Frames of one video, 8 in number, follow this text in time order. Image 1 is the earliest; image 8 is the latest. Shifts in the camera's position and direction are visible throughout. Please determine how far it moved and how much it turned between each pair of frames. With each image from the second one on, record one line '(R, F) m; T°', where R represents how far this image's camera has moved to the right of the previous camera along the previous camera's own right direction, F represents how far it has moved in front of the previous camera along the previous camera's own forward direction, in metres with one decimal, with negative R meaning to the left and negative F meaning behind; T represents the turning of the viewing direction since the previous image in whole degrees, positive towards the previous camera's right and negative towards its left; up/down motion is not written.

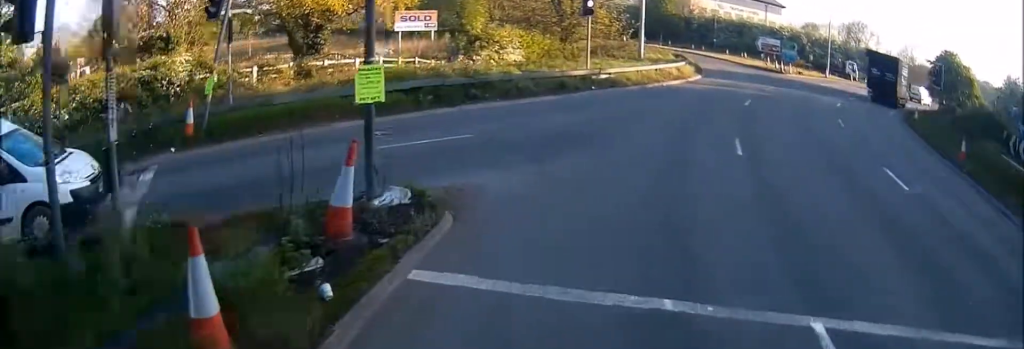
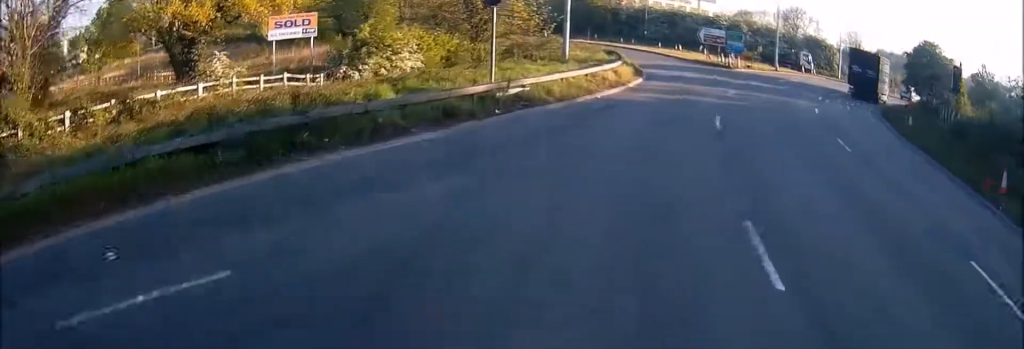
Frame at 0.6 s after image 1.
(0.0, +5.9) m; +3°
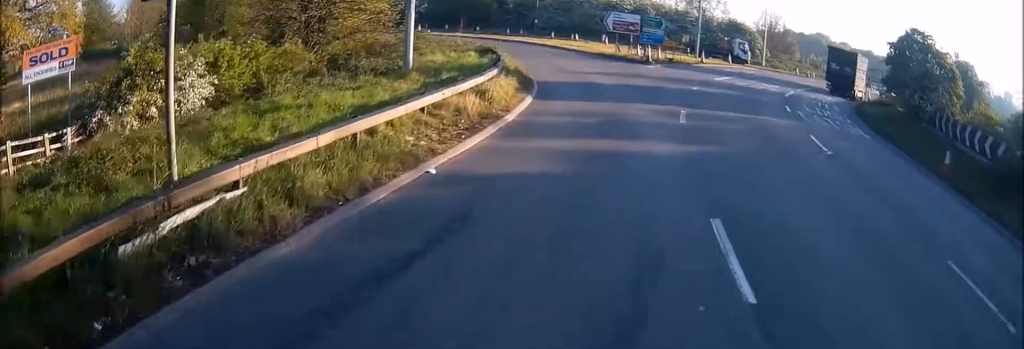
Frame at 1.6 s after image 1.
(+0.5, +9.4) m; +5°
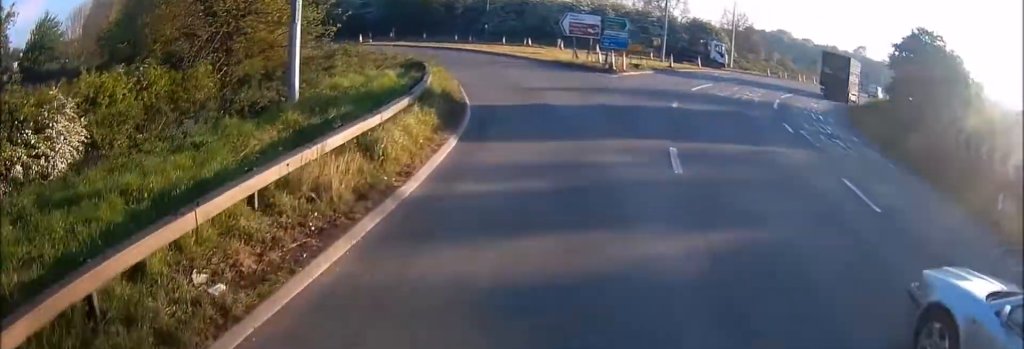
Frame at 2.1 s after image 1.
(+0.2, +4.5) m; +2°
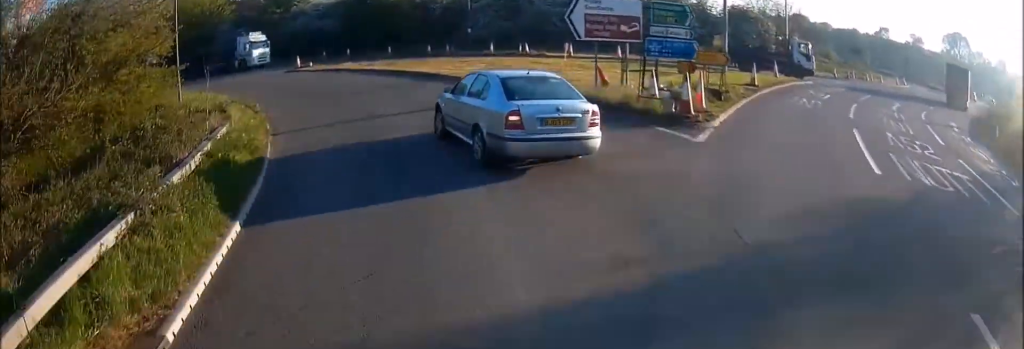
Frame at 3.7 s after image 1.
(-1.3, +15.2) m; -12°
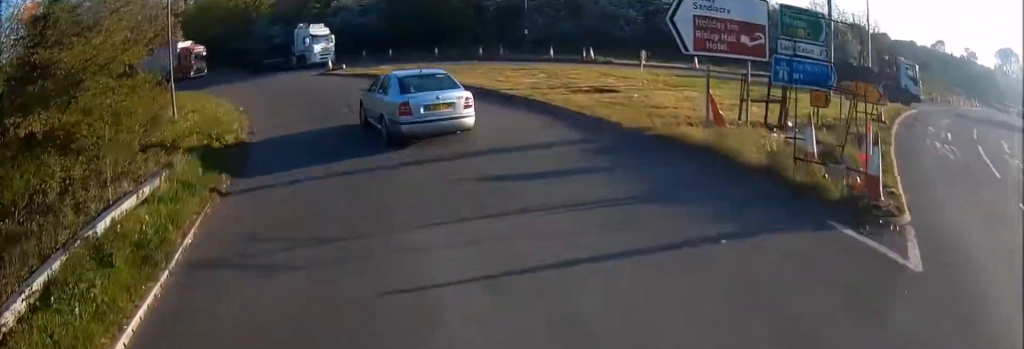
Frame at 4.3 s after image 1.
(-0.2, +5.4) m; -6°
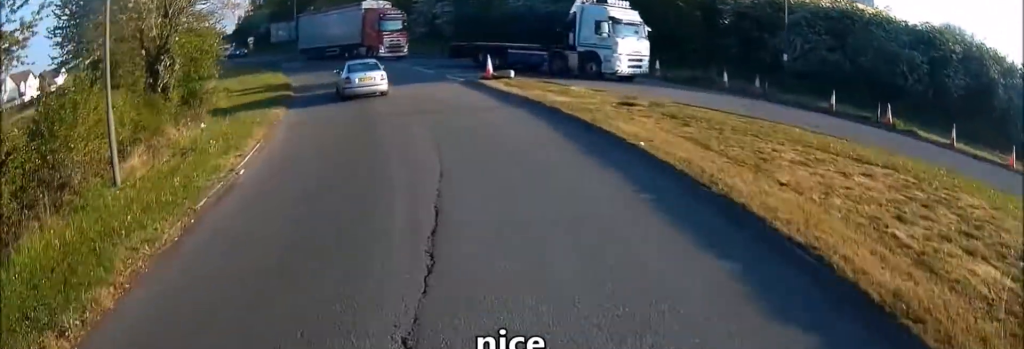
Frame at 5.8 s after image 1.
(-2.0, +14.4) m; -16°
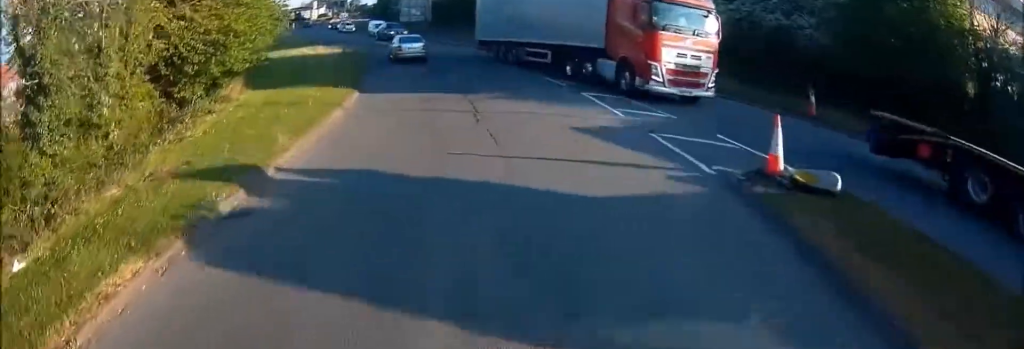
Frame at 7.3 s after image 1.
(-1.6, +14.6) m; -12°
